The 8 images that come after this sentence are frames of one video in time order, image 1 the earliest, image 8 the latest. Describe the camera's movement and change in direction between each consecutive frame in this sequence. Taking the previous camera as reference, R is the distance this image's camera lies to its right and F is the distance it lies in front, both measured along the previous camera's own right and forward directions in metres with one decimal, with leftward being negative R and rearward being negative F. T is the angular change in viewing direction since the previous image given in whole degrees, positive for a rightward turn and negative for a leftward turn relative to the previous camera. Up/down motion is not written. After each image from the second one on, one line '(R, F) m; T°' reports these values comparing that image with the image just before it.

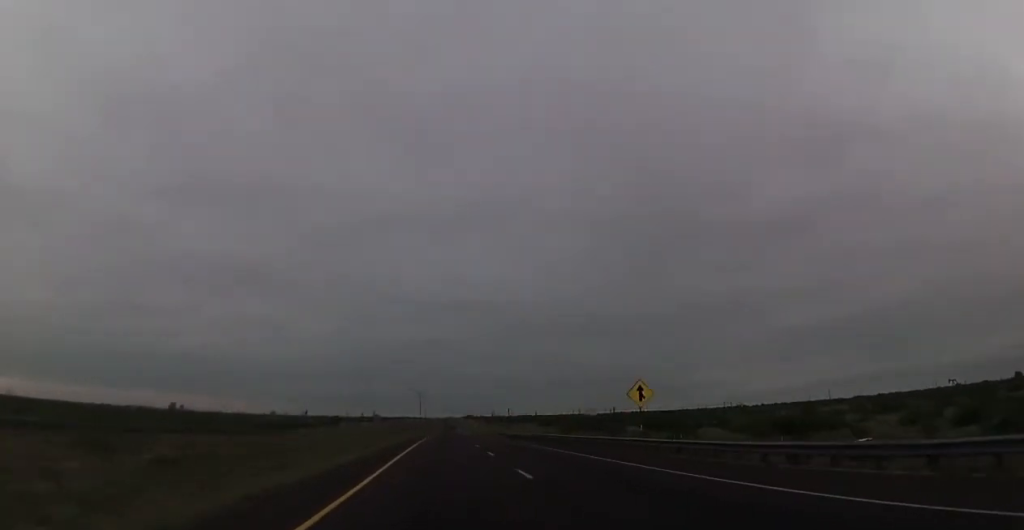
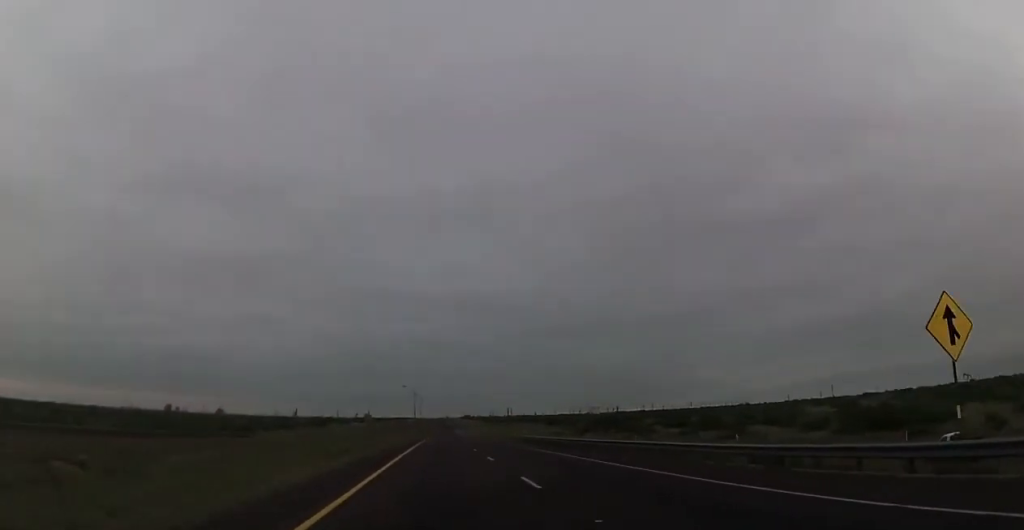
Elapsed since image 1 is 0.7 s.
(+0.1, +26.0) m; 0°
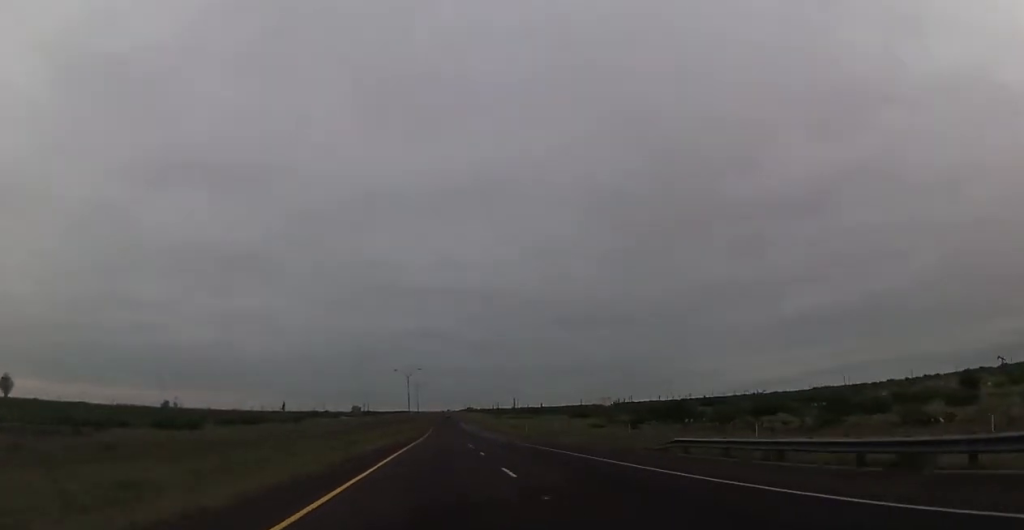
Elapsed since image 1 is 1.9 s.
(0.0, +45.9) m; 0°
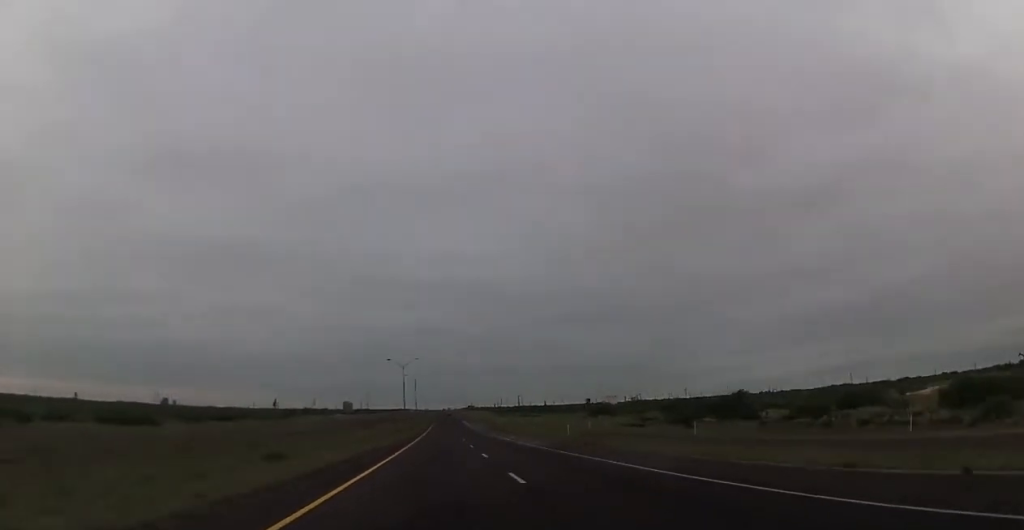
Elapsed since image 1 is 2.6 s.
(0.0, +26.0) m; 0°
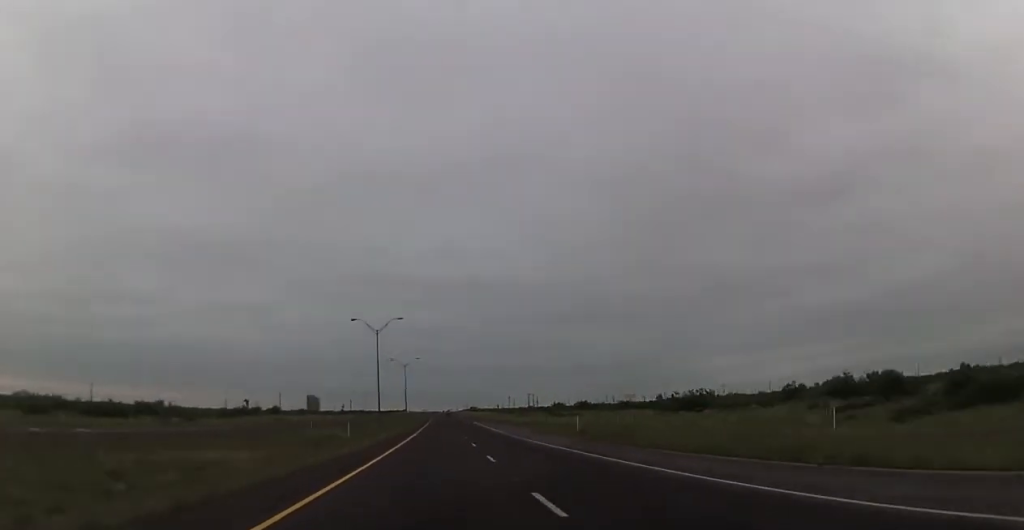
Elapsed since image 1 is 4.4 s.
(-1.0, +65.8) m; 0°
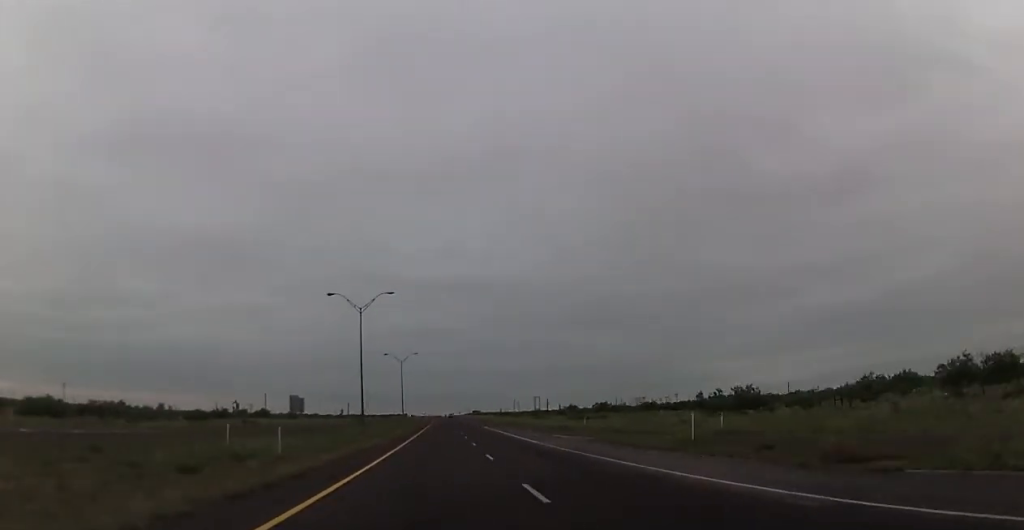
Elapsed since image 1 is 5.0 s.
(+0.4, +22.6) m; 0°
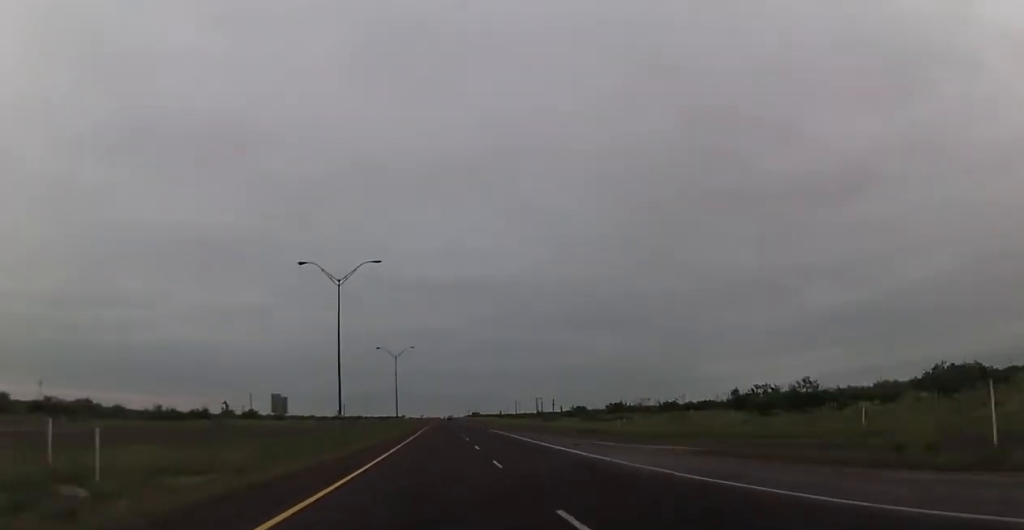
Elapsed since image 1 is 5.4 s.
(+0.2, +16.4) m; 0°
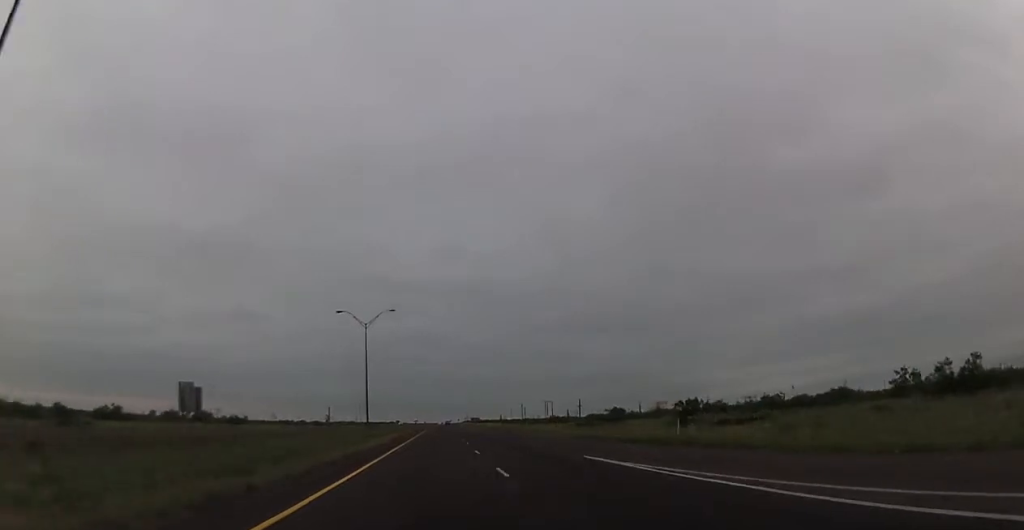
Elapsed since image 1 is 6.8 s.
(-0.4, +50.8) m; 0°
